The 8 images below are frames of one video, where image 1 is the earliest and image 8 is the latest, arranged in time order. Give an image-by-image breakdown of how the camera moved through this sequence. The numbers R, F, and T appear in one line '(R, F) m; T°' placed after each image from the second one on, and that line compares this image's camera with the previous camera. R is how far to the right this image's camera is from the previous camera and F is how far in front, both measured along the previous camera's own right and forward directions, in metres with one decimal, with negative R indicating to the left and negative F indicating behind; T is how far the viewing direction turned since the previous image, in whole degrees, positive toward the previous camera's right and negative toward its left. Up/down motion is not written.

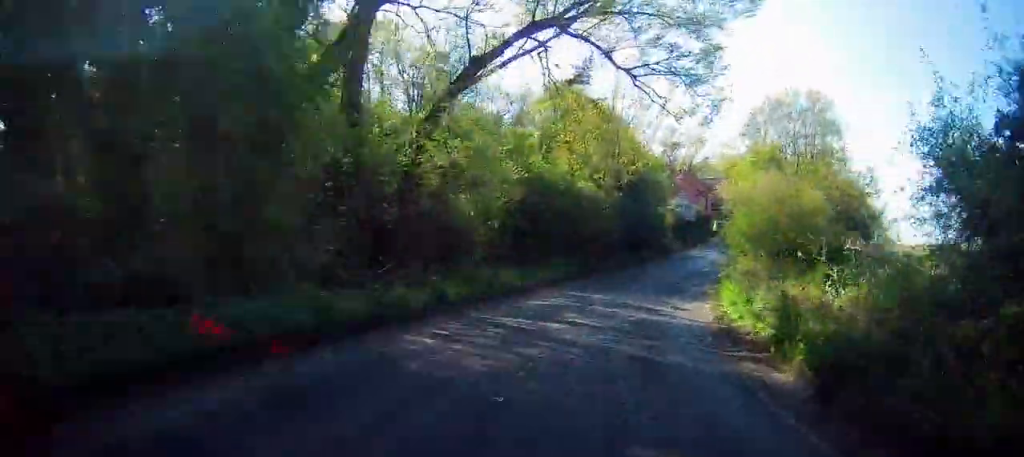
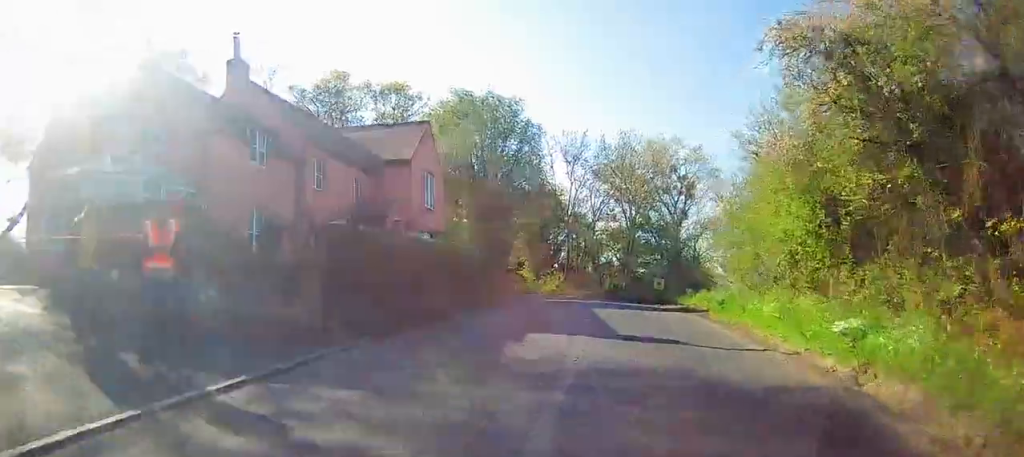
(+13.1, +65.3) m; +13°
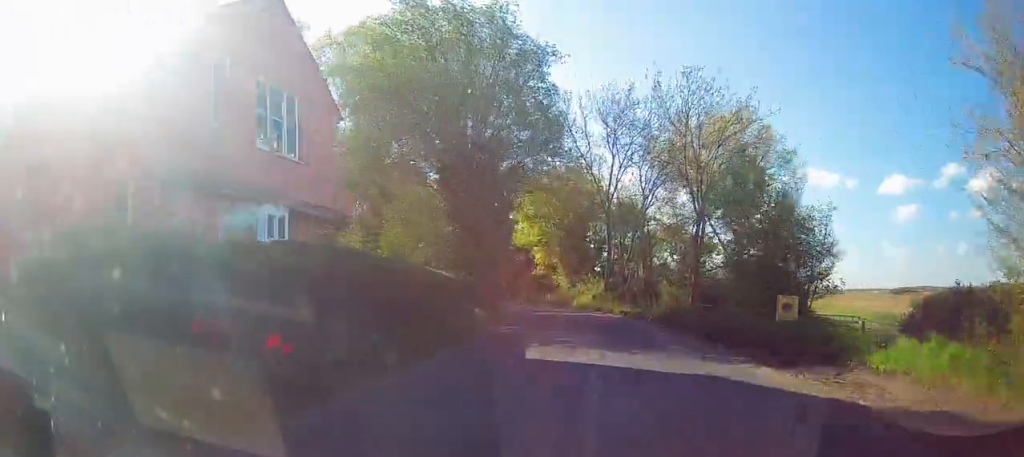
(-0.8, +16.0) m; -3°
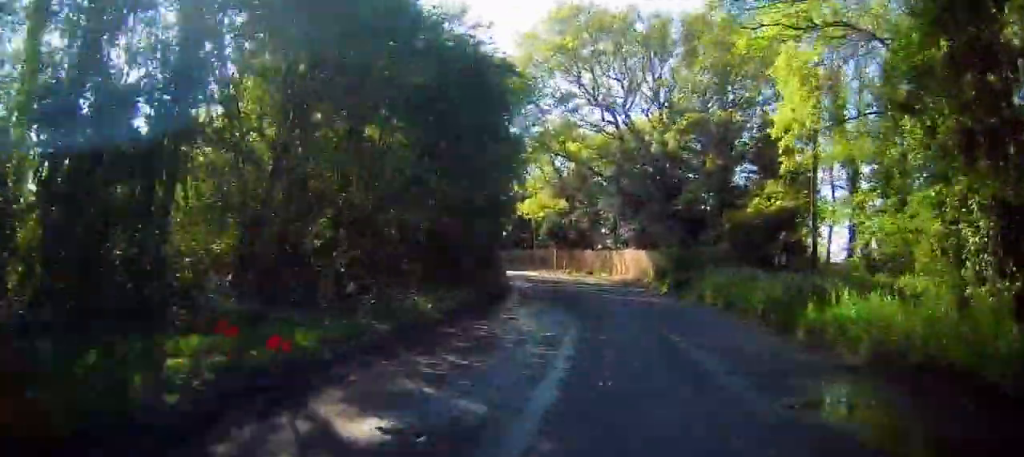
(-3.8, +43.2) m; -15°
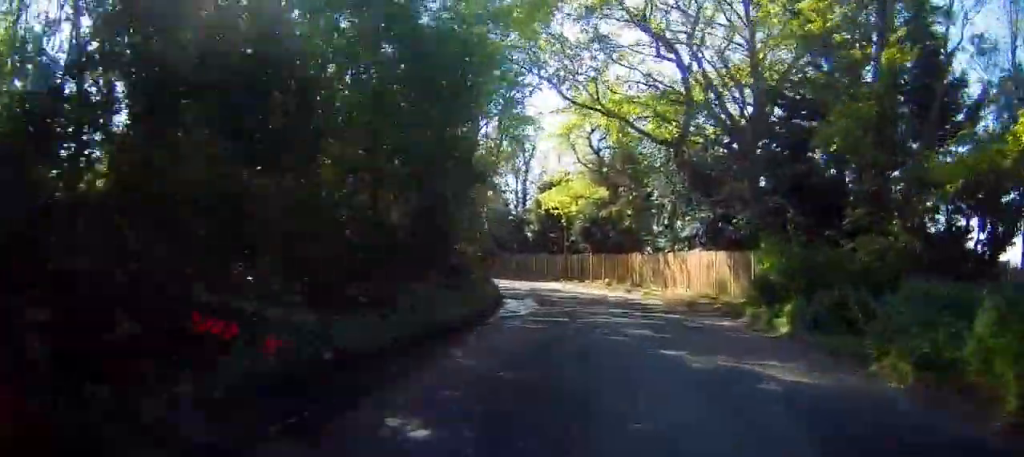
(-1.7, +12.8) m; -6°
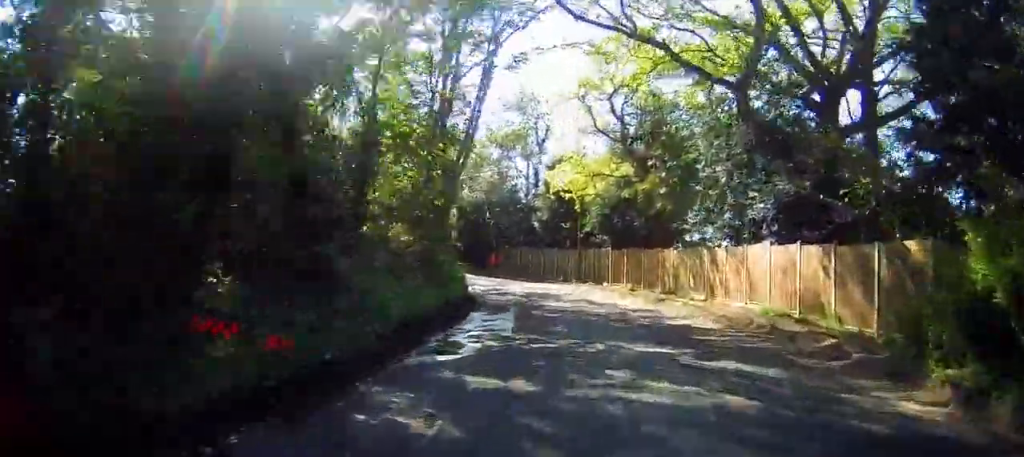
(-0.4, +8.9) m; -3°
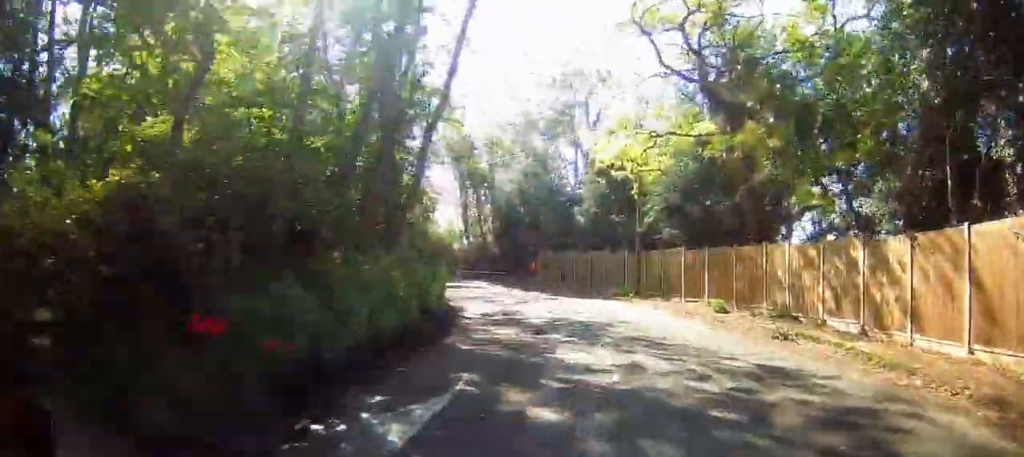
(-0.1, +11.3) m; -1°
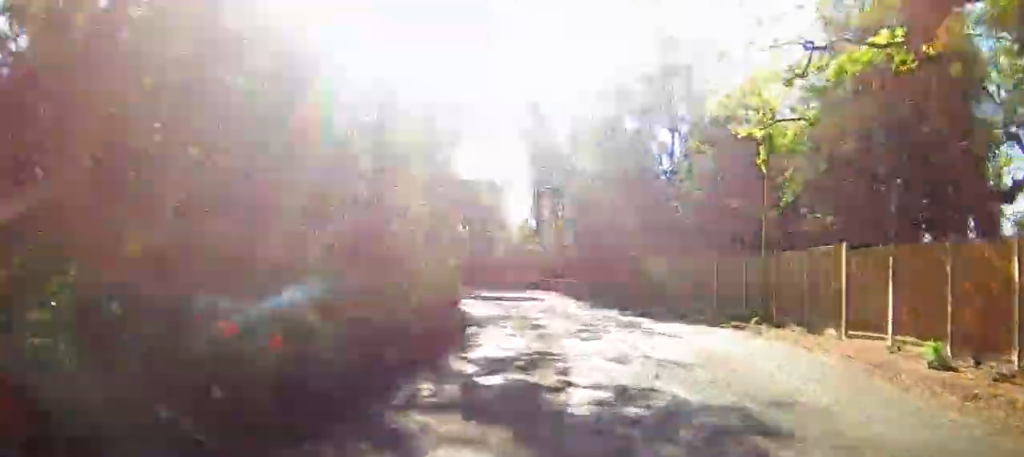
(-0.1, +9.7) m; -4°
